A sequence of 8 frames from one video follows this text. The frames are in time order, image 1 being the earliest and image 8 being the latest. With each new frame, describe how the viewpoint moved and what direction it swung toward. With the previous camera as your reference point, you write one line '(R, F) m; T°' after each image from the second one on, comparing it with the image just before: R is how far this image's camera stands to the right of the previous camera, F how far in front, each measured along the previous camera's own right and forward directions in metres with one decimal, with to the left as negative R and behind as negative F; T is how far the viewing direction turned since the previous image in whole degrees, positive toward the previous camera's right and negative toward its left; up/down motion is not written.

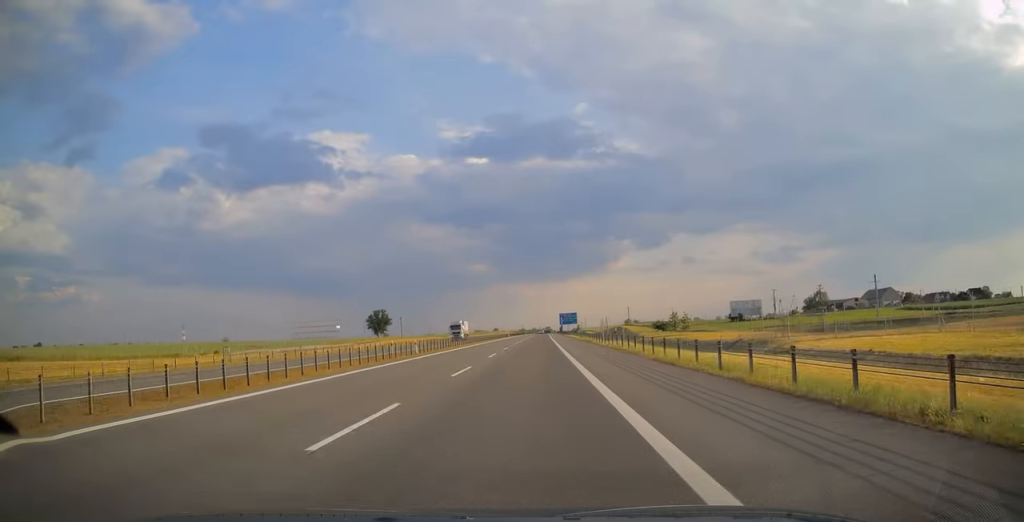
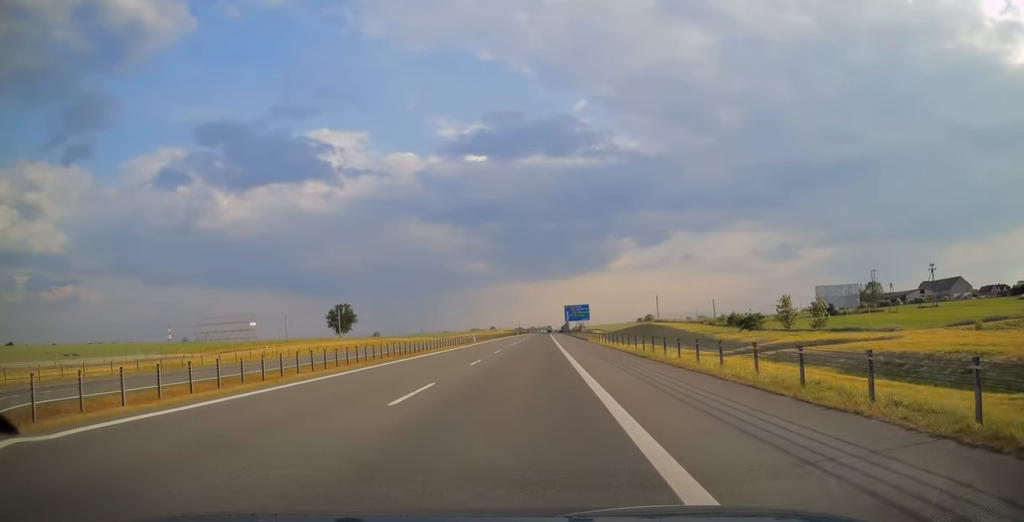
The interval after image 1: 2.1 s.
(+0.2, +67.5) m; 0°
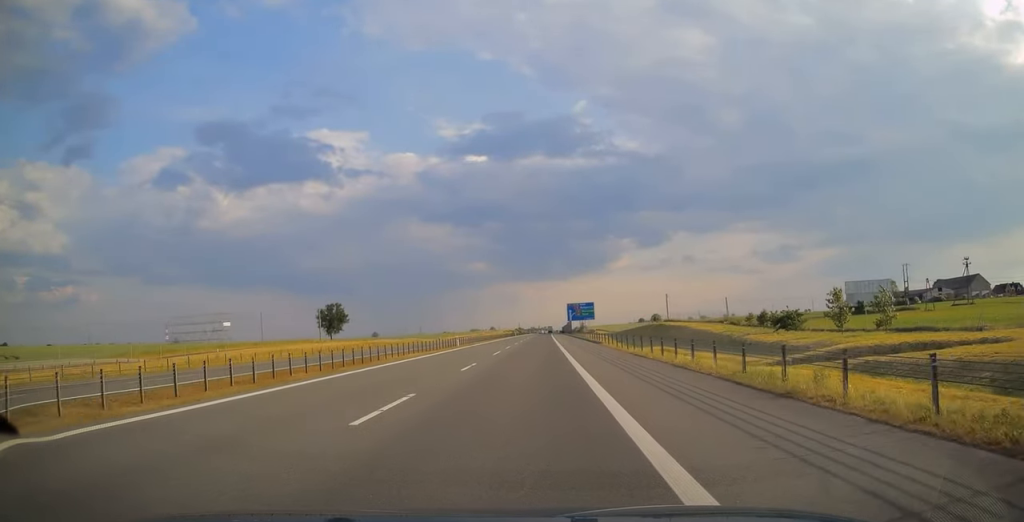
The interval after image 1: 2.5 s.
(0.0, +14.2) m; 0°
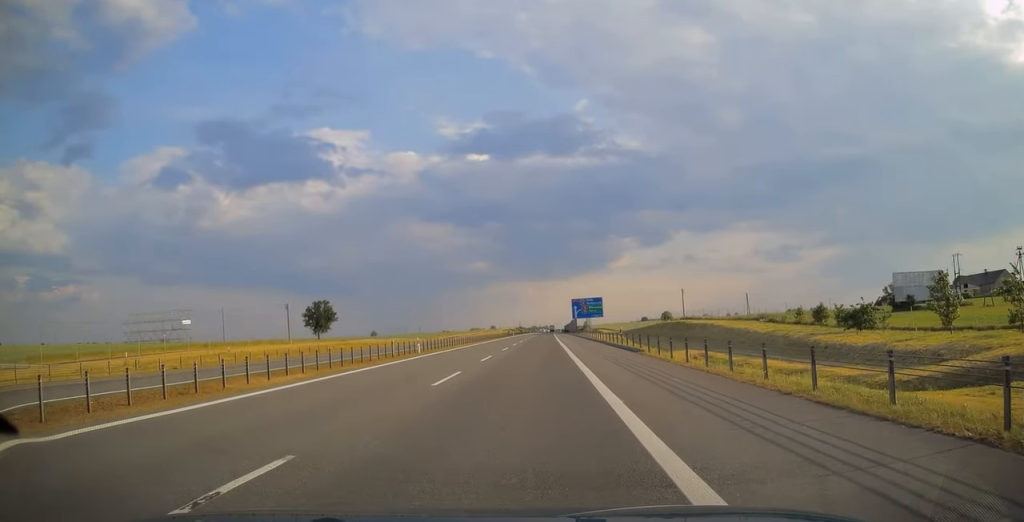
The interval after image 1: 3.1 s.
(+0.1, +18.7) m; 0°
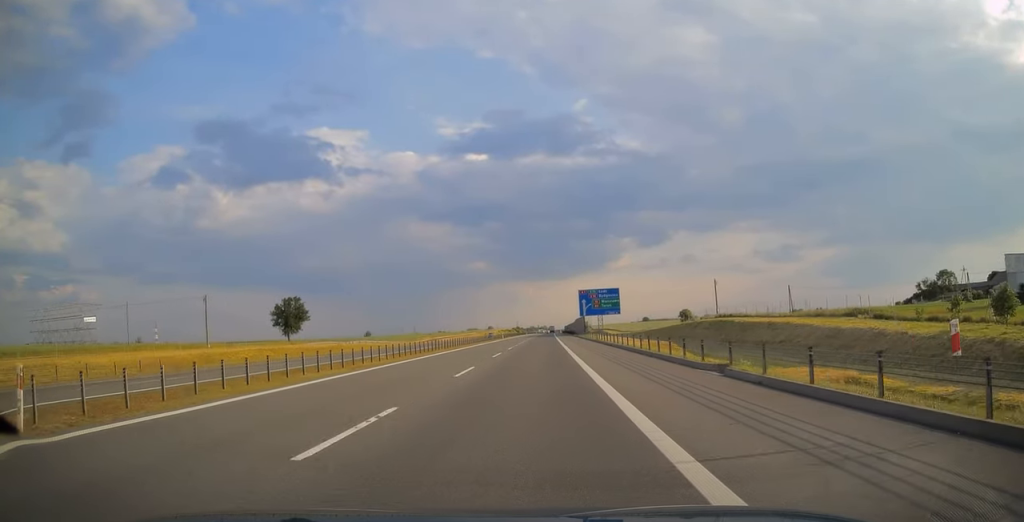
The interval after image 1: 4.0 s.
(-0.1, +31.9) m; 0°
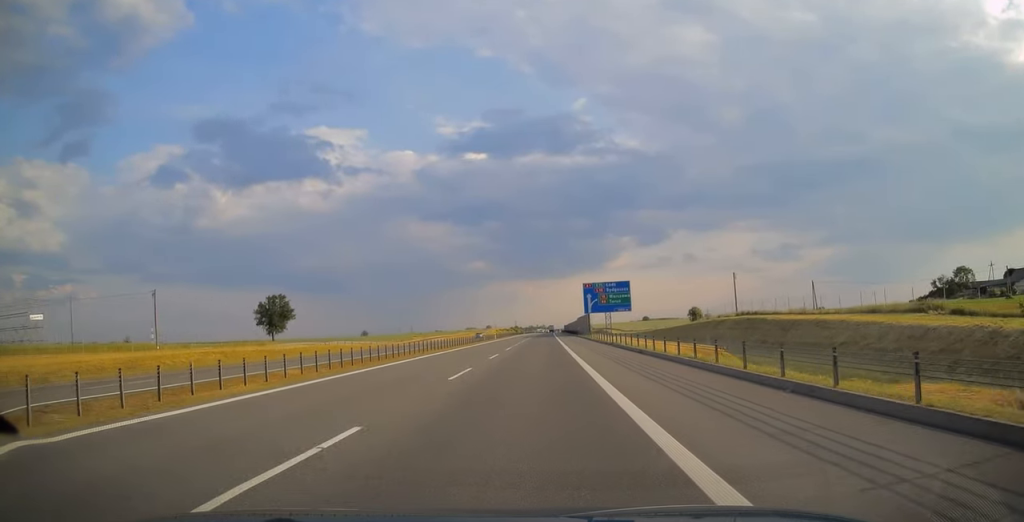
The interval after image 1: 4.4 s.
(0.0, +13.7) m; 0°
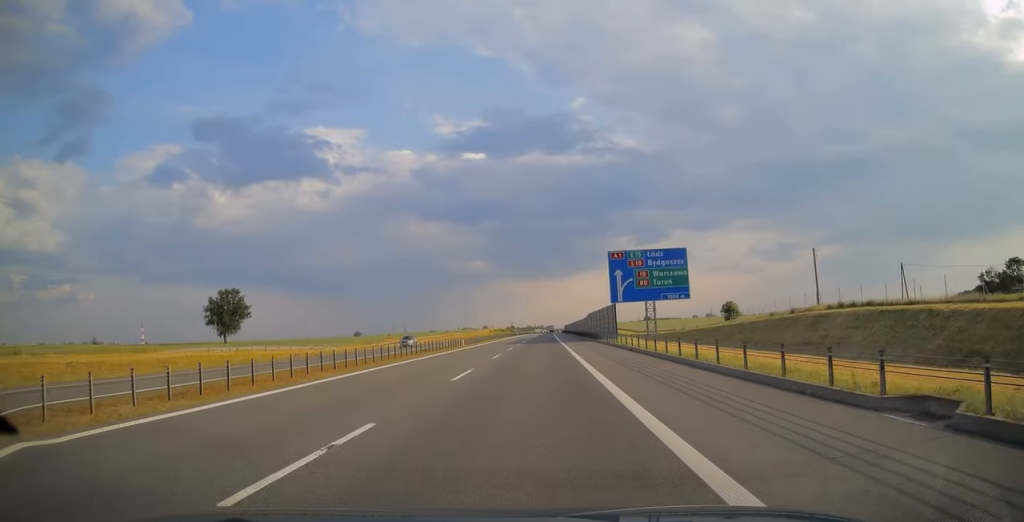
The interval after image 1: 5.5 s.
(0.0, +35.6) m; 0°
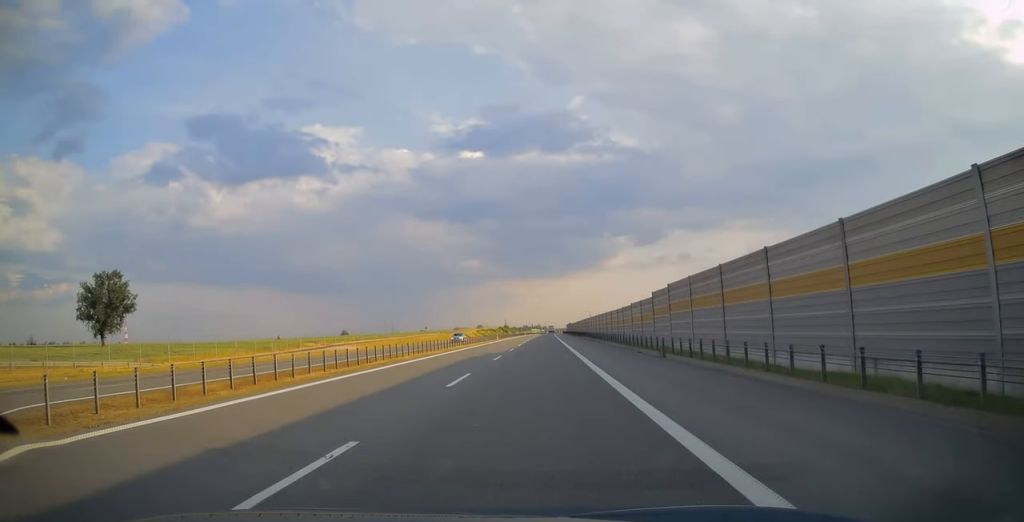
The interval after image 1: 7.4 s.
(+0.1, +61.5) m; 0°
